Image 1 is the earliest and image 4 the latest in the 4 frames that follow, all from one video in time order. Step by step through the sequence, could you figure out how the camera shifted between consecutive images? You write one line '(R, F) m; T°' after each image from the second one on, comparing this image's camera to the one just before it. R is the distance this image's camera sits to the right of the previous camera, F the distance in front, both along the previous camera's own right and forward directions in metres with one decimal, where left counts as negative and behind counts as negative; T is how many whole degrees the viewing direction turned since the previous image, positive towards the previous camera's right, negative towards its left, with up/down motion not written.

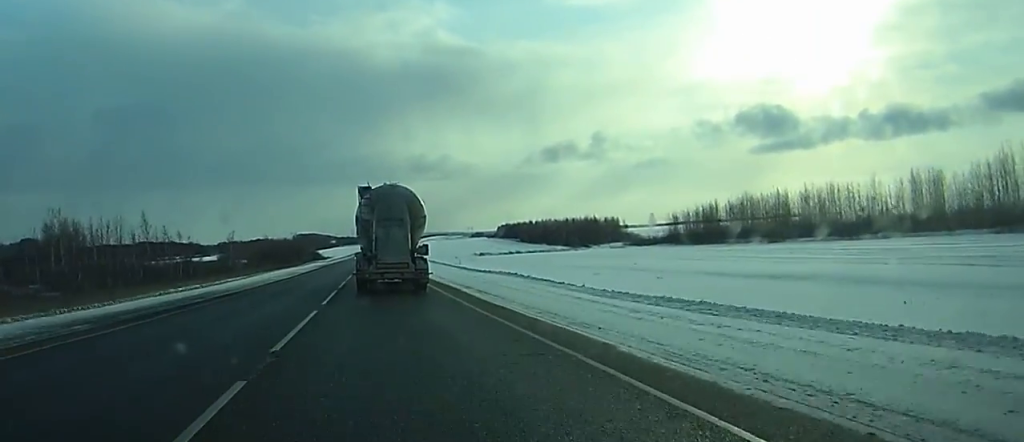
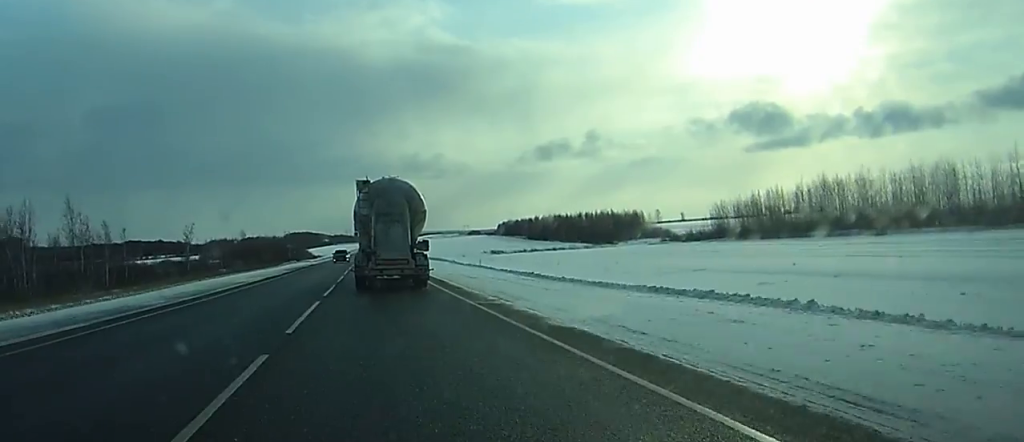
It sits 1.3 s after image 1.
(-0.1, +32.9) m; 0°
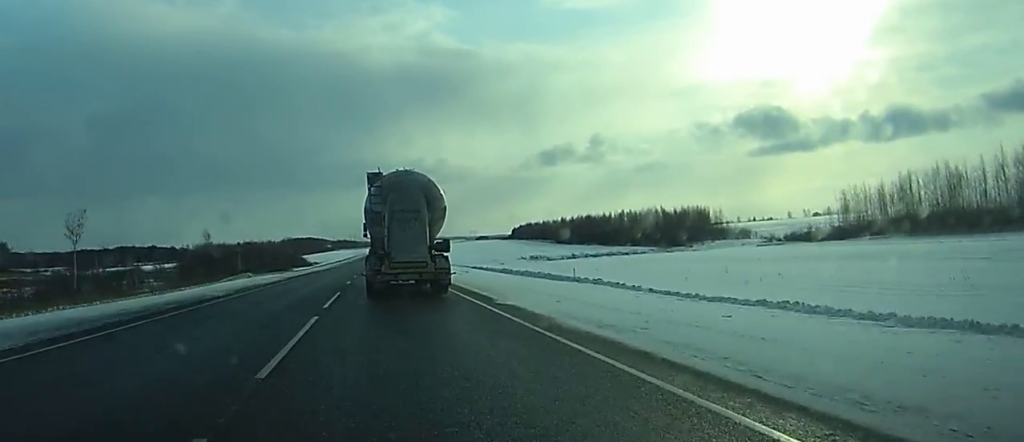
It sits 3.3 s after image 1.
(+0.5, +52.0) m; 0°
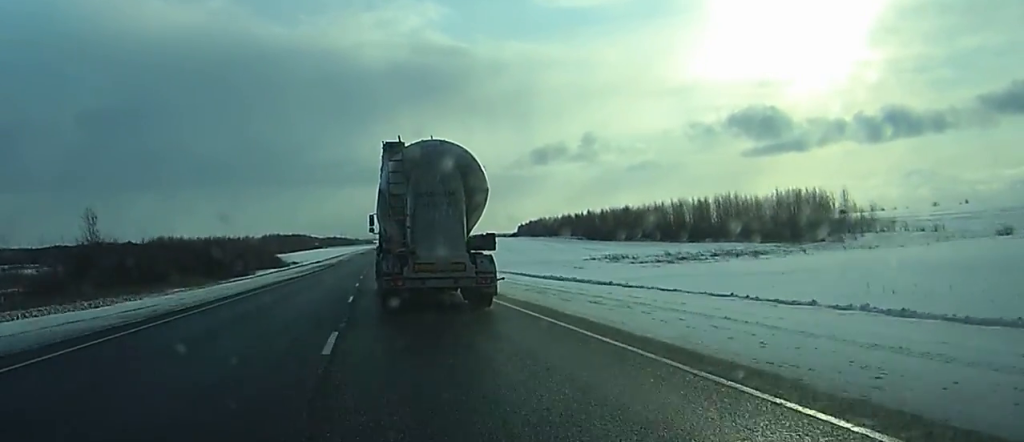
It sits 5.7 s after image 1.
(-0.3, +63.0) m; 0°
